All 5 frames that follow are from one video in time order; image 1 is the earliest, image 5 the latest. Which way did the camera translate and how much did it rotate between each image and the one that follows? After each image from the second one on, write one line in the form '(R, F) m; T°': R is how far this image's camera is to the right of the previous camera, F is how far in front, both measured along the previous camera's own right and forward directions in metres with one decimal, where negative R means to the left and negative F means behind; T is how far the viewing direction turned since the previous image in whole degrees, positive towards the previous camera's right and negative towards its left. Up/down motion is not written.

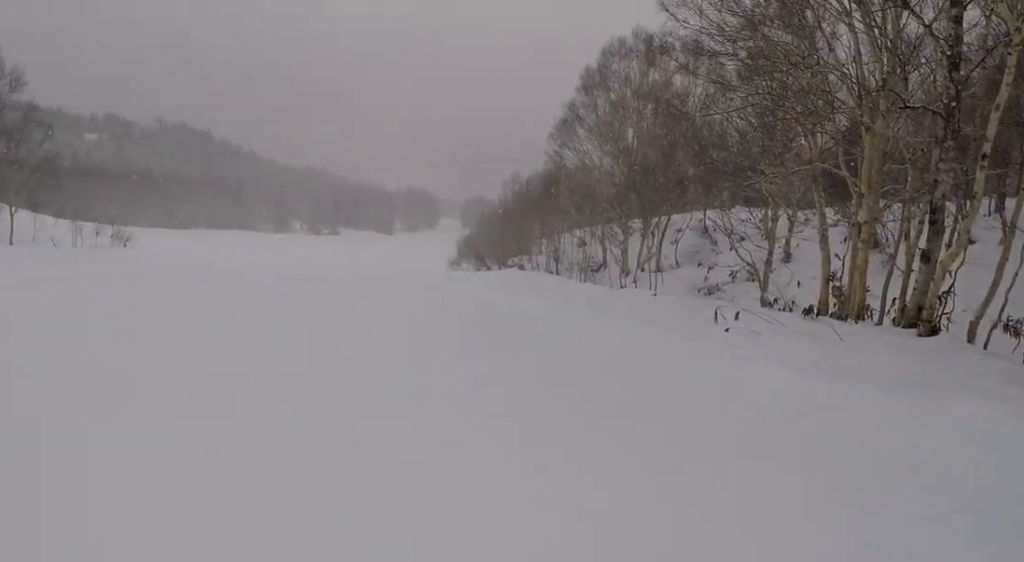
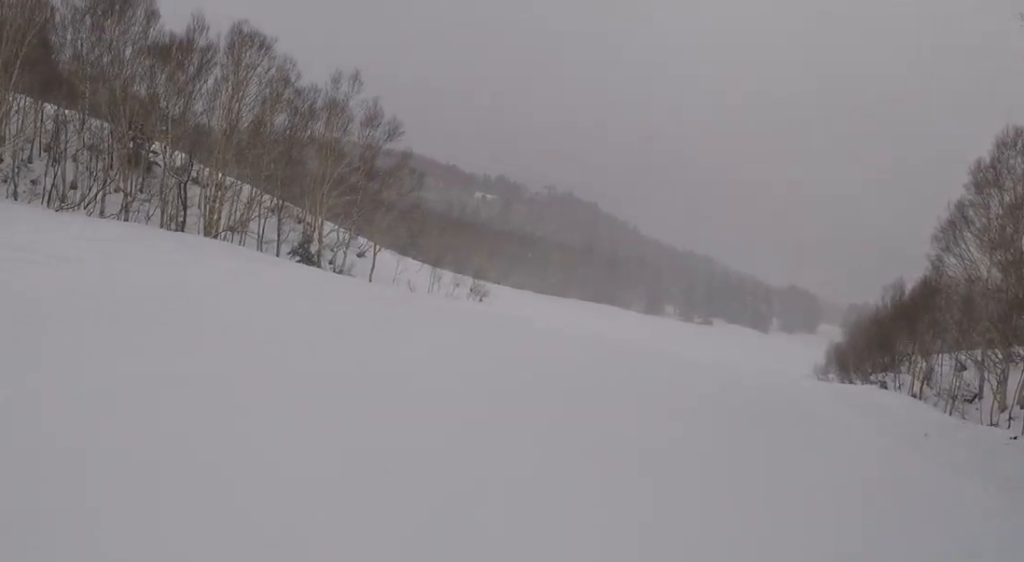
(-0.7, +2.4) m; -44°
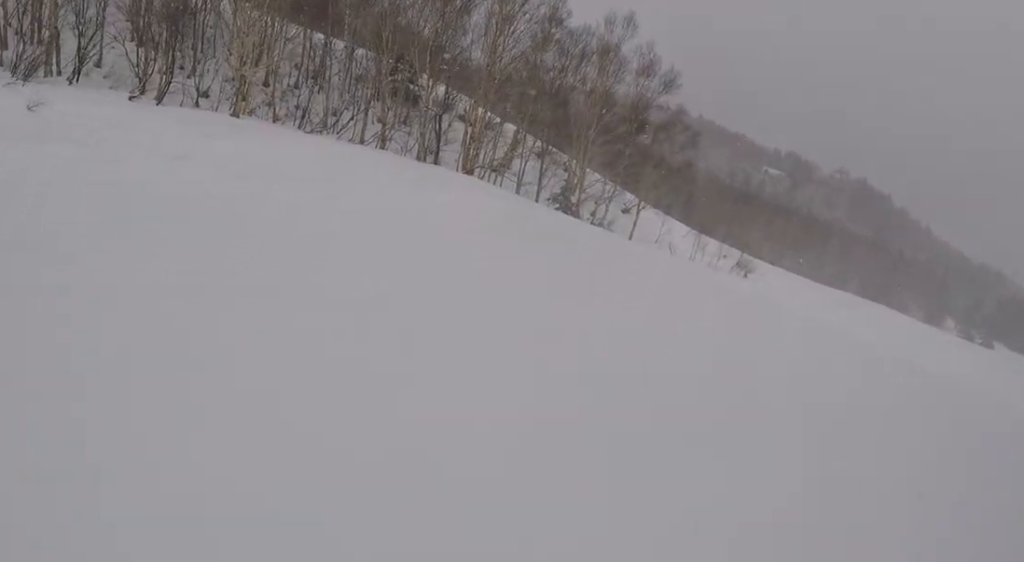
(-0.6, +1.8) m; -28°
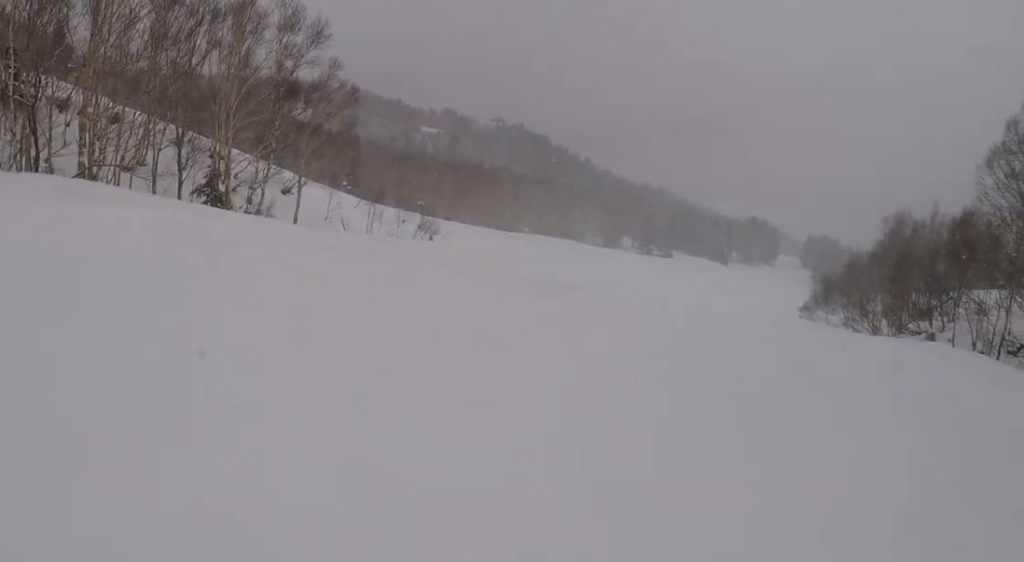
(+0.2, +8.0) m; +20°
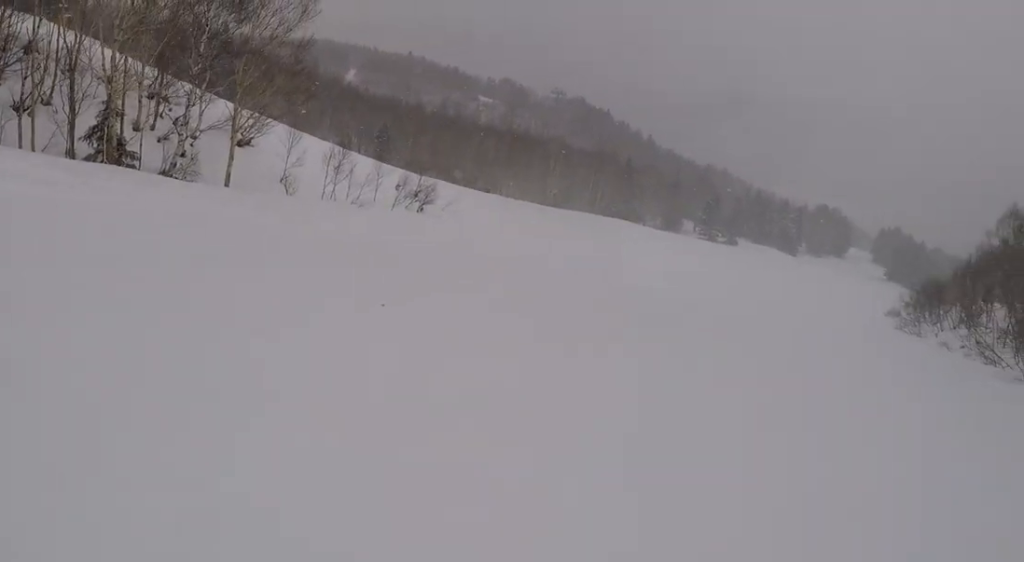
(+2.0, +14.2) m; +2°
